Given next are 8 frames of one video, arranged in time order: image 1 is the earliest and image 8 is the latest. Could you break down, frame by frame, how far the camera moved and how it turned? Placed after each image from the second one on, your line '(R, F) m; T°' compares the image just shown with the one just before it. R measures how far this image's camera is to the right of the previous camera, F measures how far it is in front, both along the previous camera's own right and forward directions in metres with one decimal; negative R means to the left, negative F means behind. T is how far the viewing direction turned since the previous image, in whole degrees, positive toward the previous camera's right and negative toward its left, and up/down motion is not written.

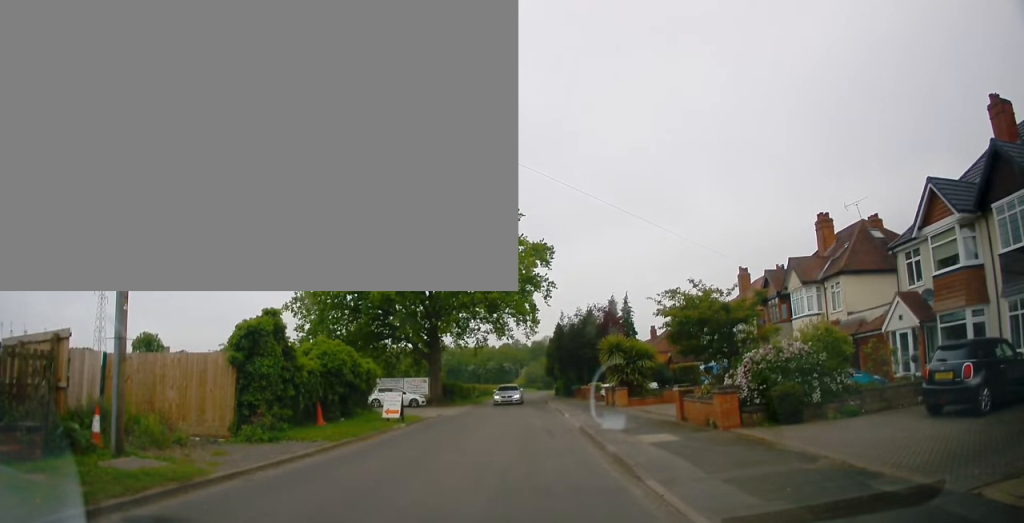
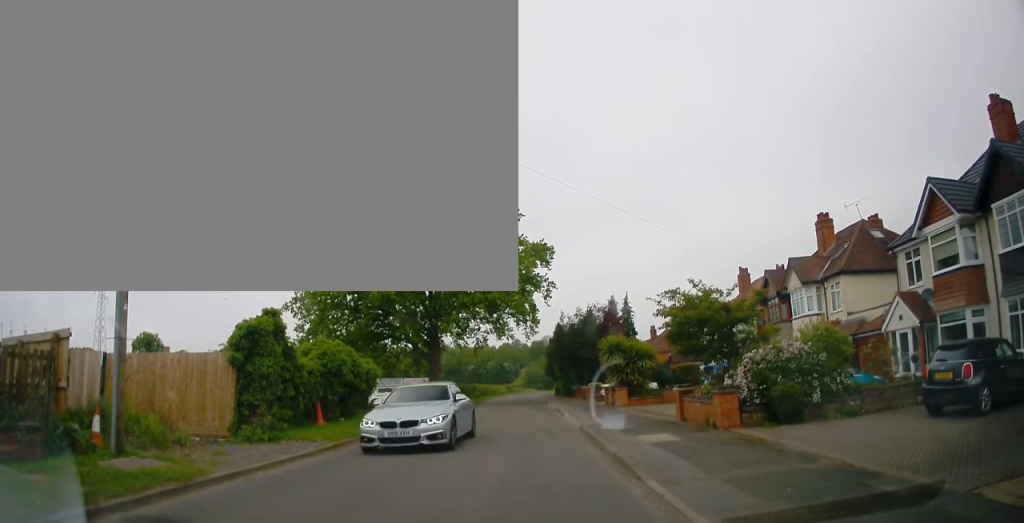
(0.0, 0.0) m; 0°
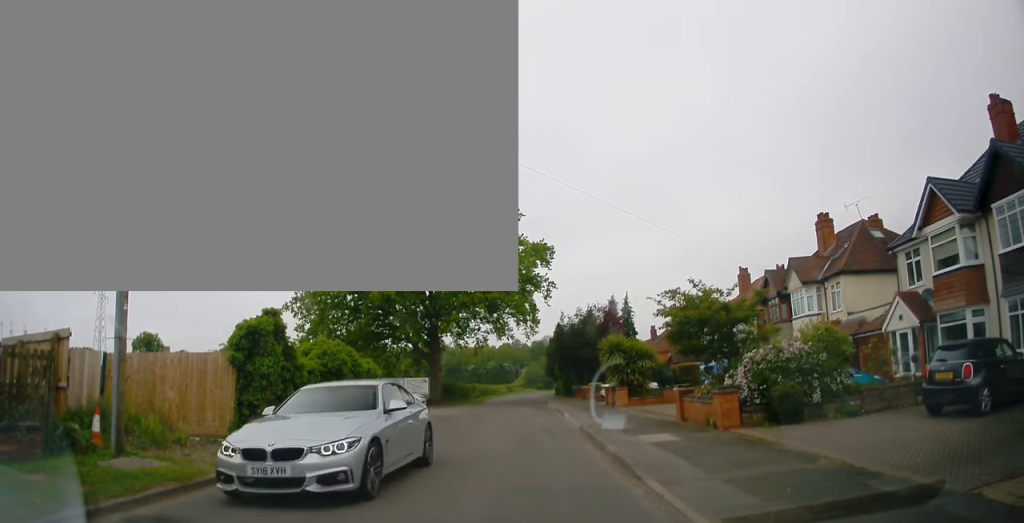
(0.0, 0.0) m; 0°
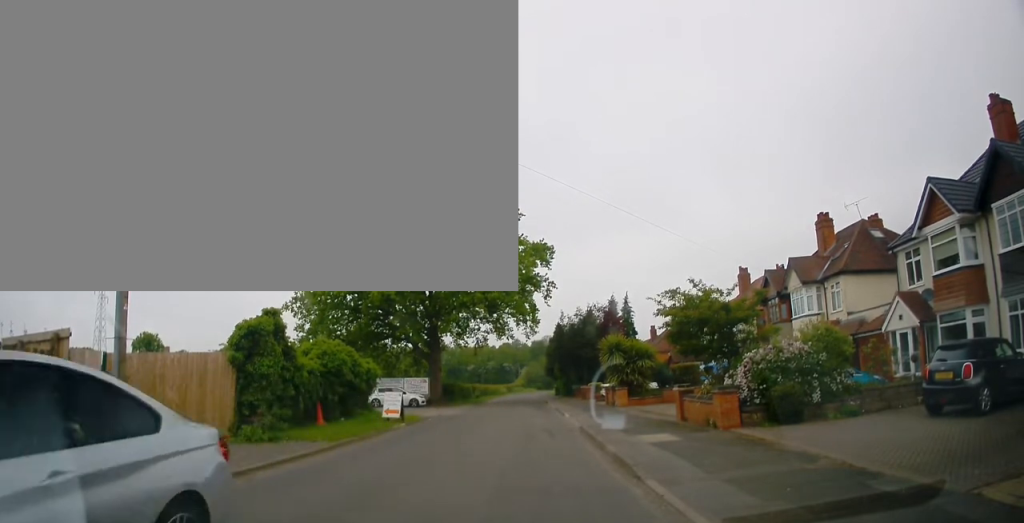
(0.0, 0.0) m; 0°
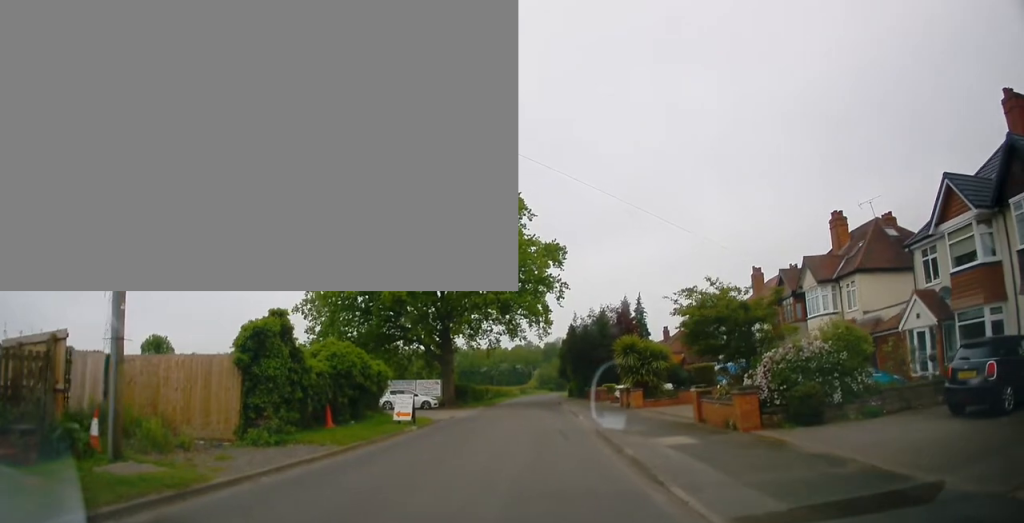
(-0.5, +0.4) m; 0°
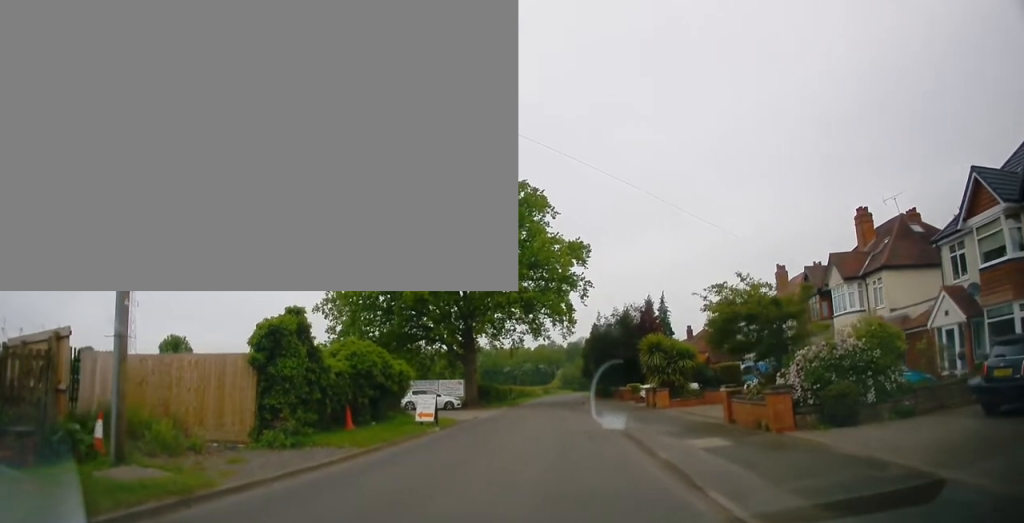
(0.0, +0.4) m; 0°
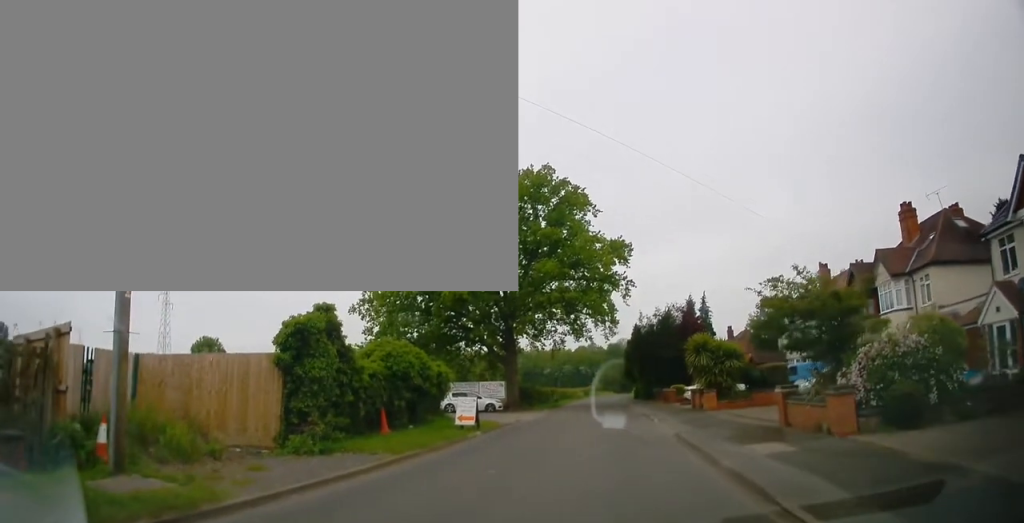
(0.0, +0.7) m; 0°
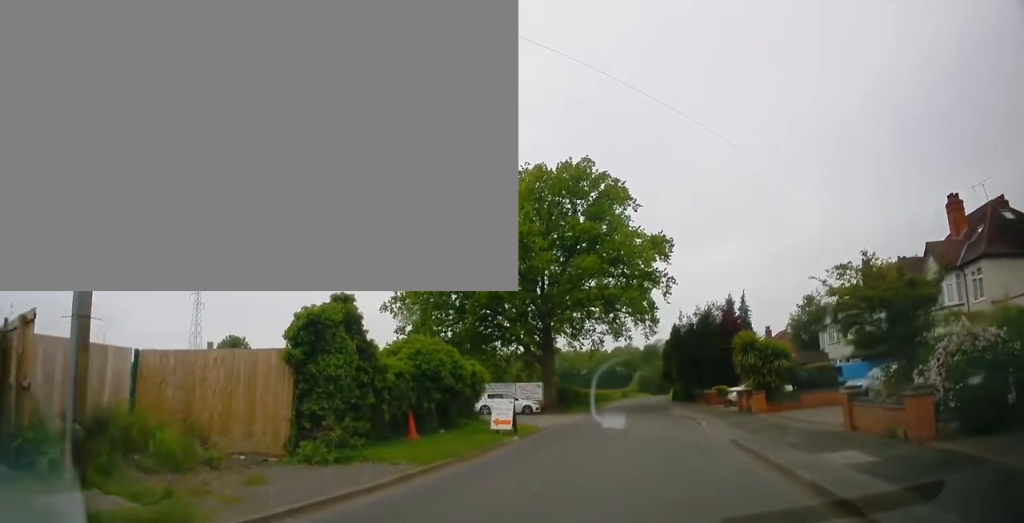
(0.0, +1.3) m; -8°
